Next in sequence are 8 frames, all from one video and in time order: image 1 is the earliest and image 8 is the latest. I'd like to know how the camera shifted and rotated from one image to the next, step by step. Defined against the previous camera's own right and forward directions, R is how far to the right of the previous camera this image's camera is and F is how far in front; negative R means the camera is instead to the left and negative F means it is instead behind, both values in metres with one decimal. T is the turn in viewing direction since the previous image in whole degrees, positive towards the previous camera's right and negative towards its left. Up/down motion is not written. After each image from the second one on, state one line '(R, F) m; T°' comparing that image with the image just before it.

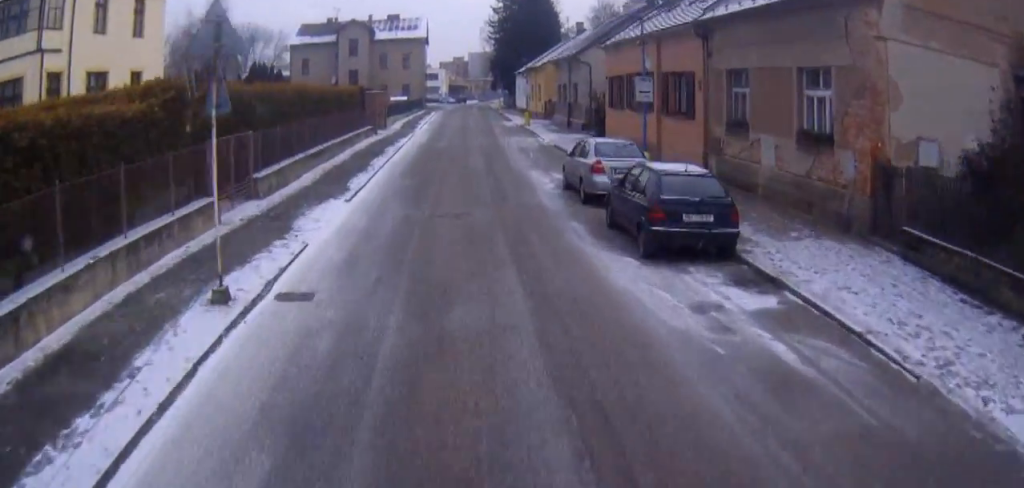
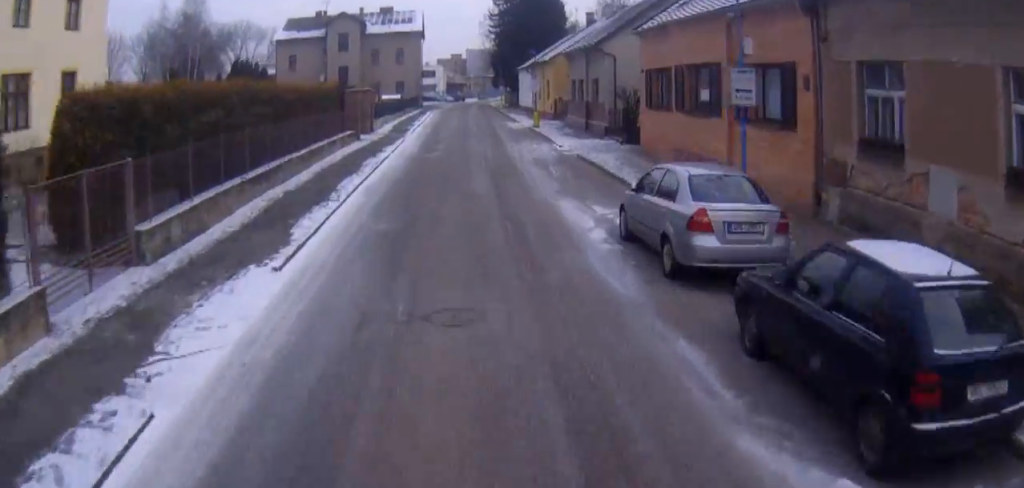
(+0.1, +6.9) m; -1°
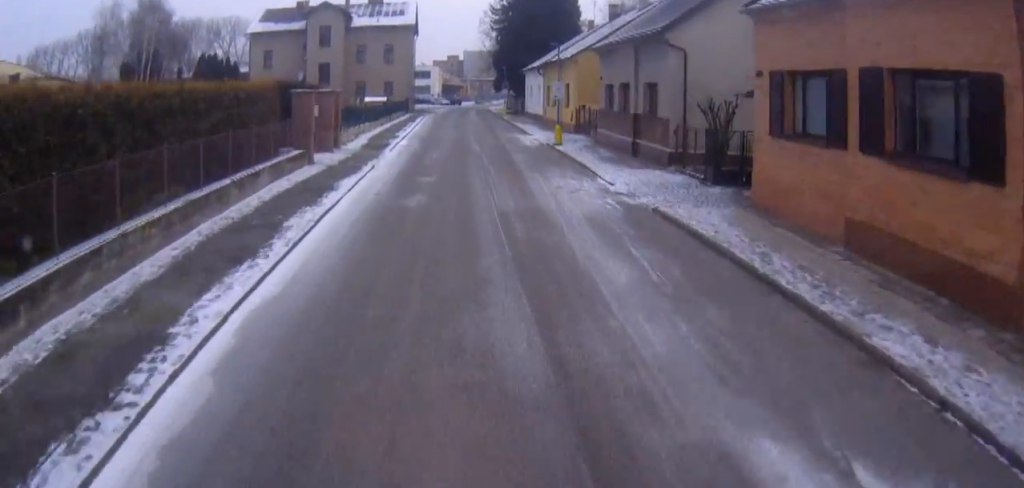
(-0.2, +11.2) m; -2°
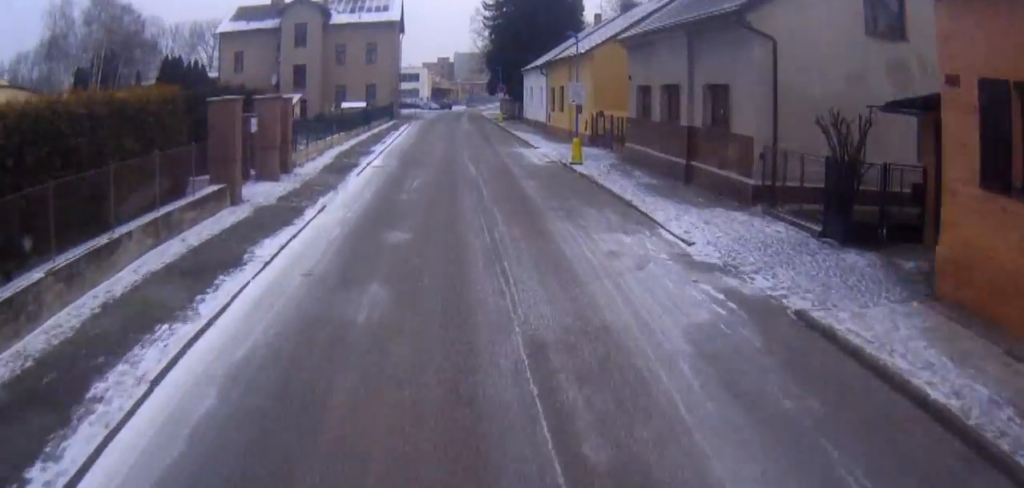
(-0.4, +7.8) m; 0°
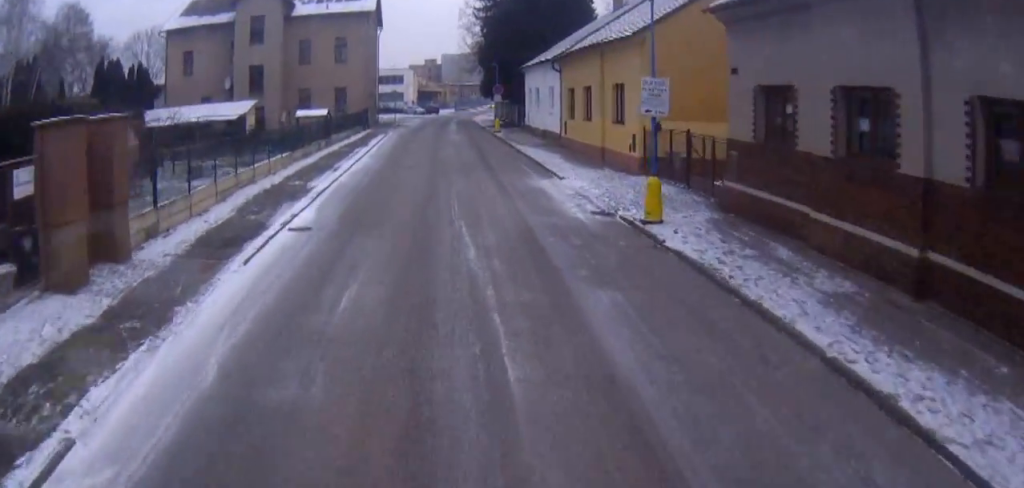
(+0.5, +11.7) m; +4°
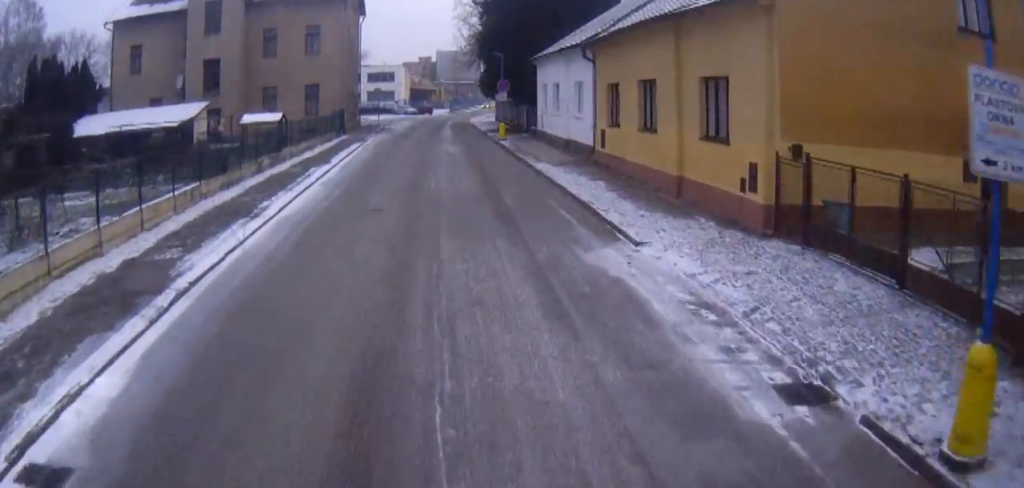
(+0.3, +10.2) m; +2°
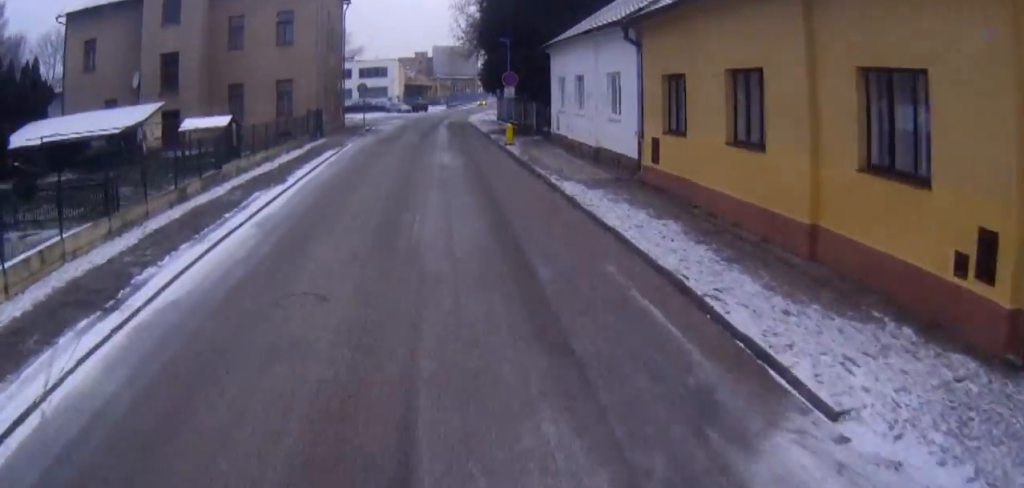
(+0.1, +7.2) m; 0°
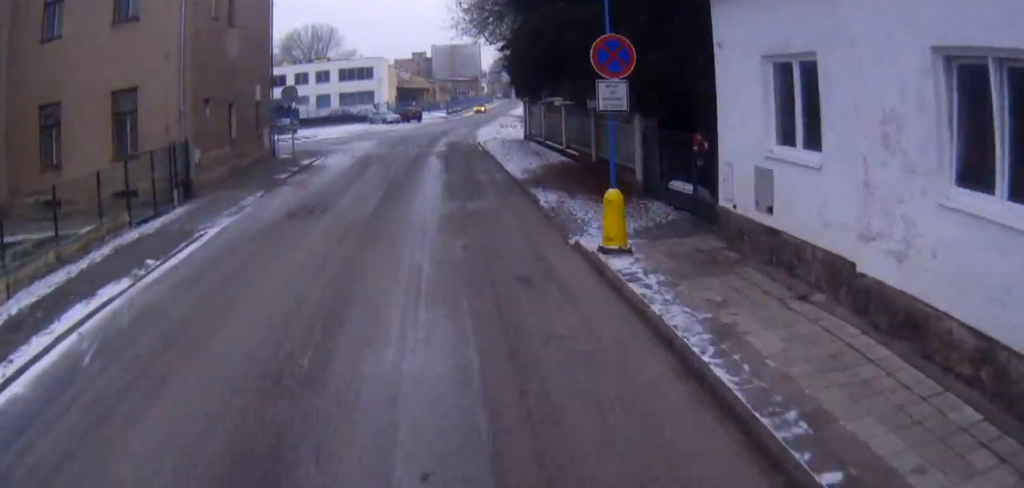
(-0.5, +21.9) m; 0°
